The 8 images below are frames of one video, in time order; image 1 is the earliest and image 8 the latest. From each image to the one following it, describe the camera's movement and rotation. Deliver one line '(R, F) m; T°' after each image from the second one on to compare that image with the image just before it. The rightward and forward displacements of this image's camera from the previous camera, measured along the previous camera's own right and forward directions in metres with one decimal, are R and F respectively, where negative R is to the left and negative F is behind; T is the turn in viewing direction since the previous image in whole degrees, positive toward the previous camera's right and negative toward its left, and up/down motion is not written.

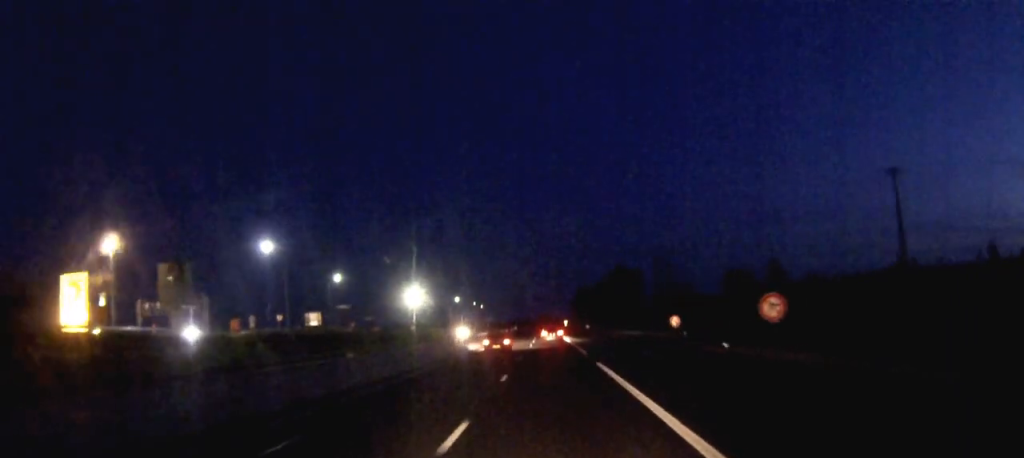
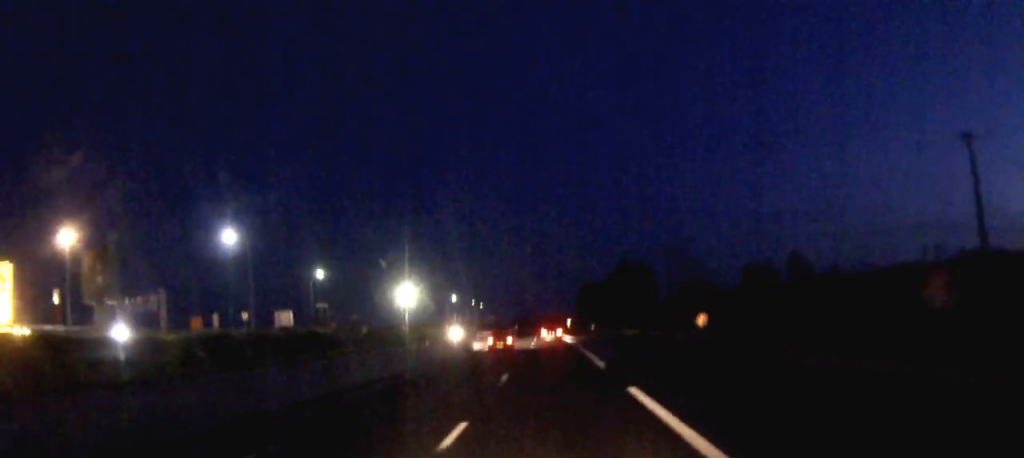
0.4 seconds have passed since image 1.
(0.0, +12.8) m; 0°
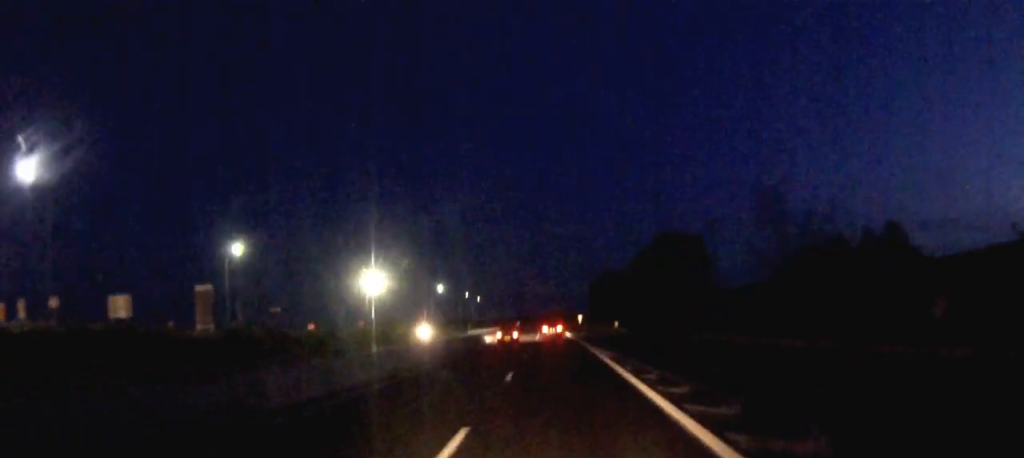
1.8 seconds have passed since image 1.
(-0.1, +40.5) m; 0°
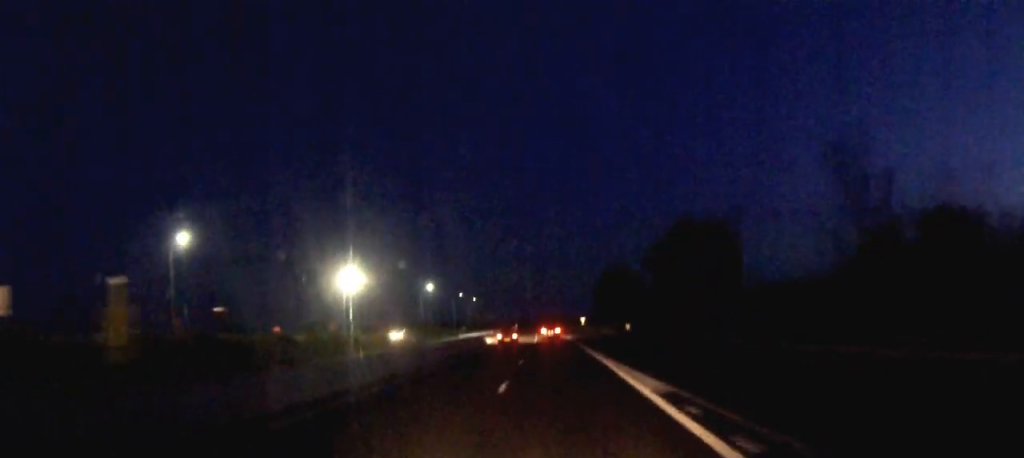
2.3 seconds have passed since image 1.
(0.0, +15.9) m; 0°
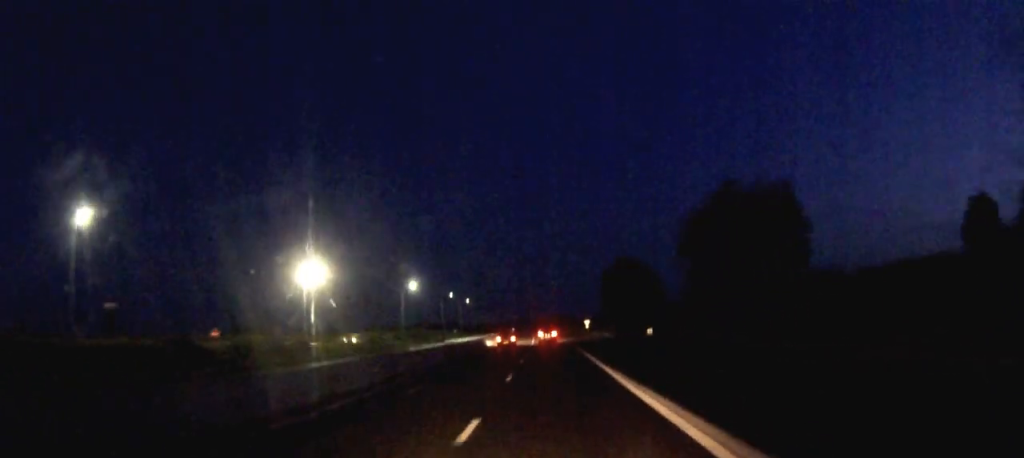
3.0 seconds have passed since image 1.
(0.0, +20.9) m; 0°
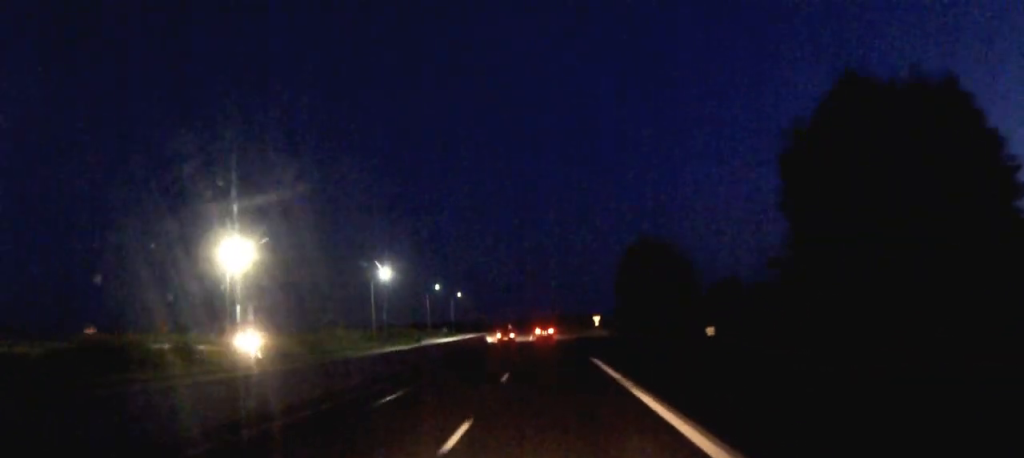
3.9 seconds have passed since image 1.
(-0.1, +26.9) m; 0°
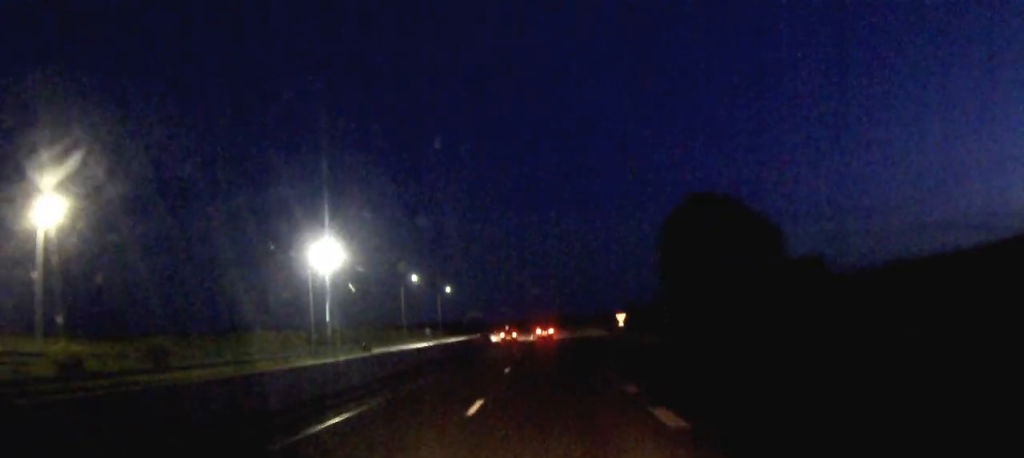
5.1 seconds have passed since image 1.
(-0.1, +34.8) m; -1°
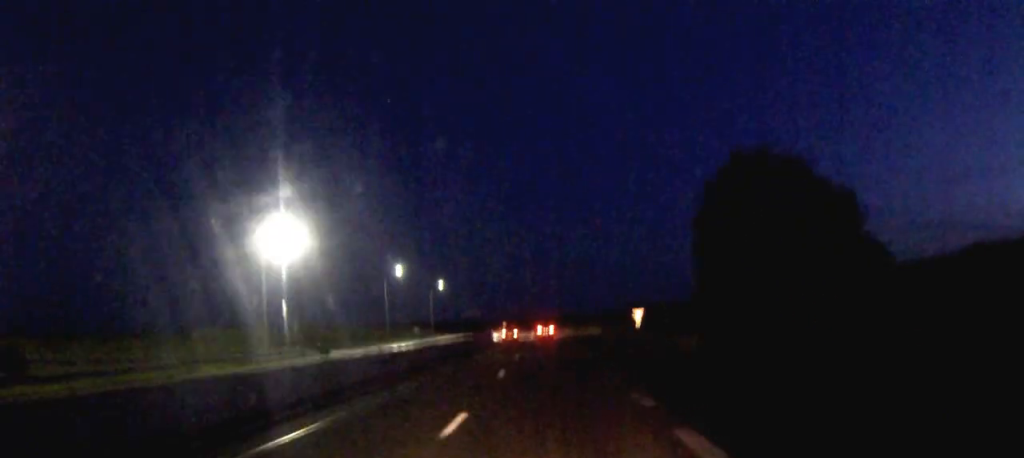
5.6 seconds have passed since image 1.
(+0.1, +15.9) m; 0°
